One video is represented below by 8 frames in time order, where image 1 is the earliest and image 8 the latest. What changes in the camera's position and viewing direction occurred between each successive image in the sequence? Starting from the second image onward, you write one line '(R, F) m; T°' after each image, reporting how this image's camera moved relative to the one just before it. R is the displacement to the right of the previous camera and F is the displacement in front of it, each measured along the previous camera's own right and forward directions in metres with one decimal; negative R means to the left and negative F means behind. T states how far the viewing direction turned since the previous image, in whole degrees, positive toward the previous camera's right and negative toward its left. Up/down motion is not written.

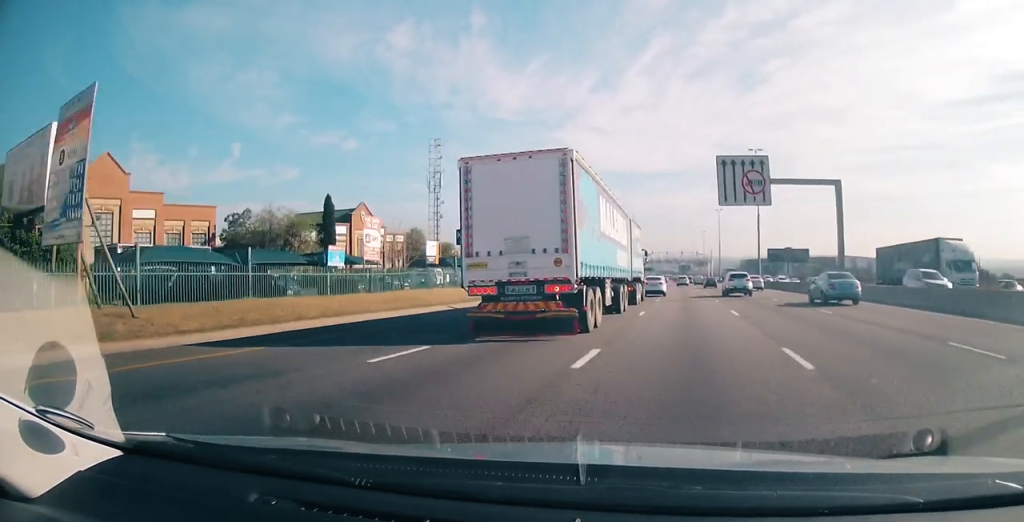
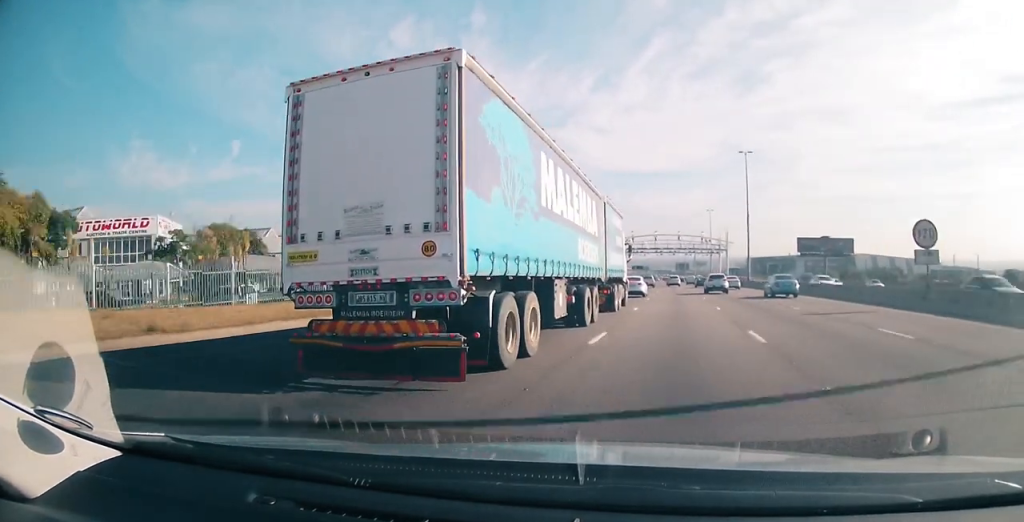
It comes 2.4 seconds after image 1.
(-0.3, +69.5) m; 0°
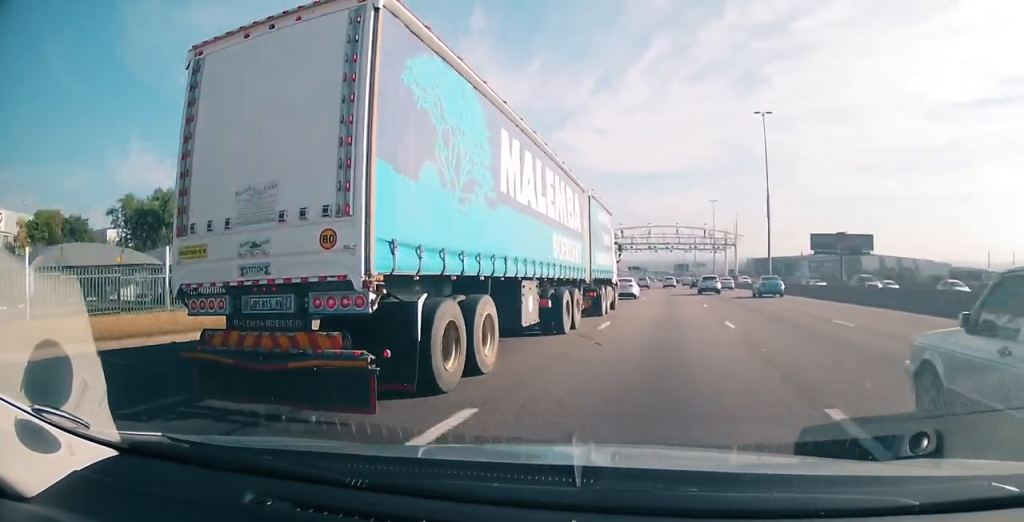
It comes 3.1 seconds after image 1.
(-0.1, +20.8) m; -1°
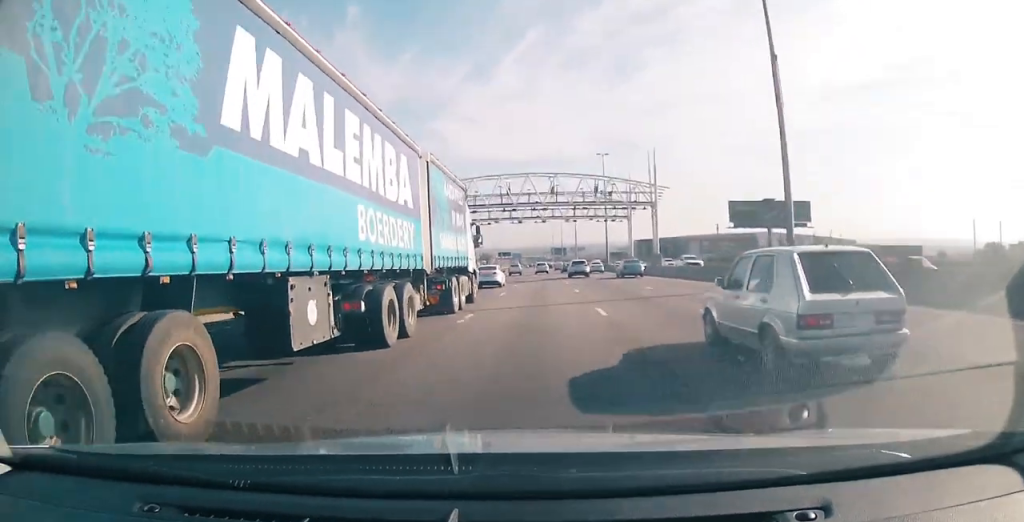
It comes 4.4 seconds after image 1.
(-0.2, +37.0) m; 0°
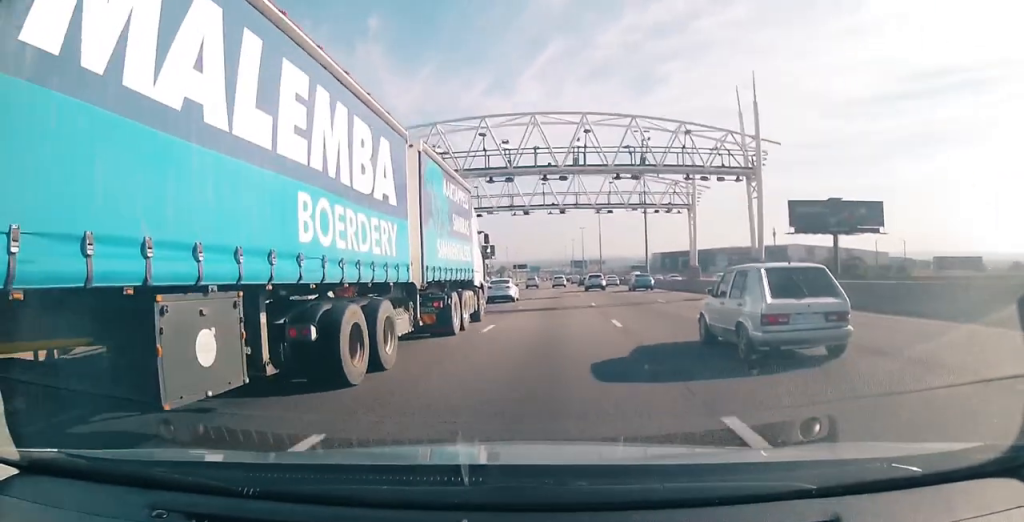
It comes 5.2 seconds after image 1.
(+0.2, +23.3) m; 0°
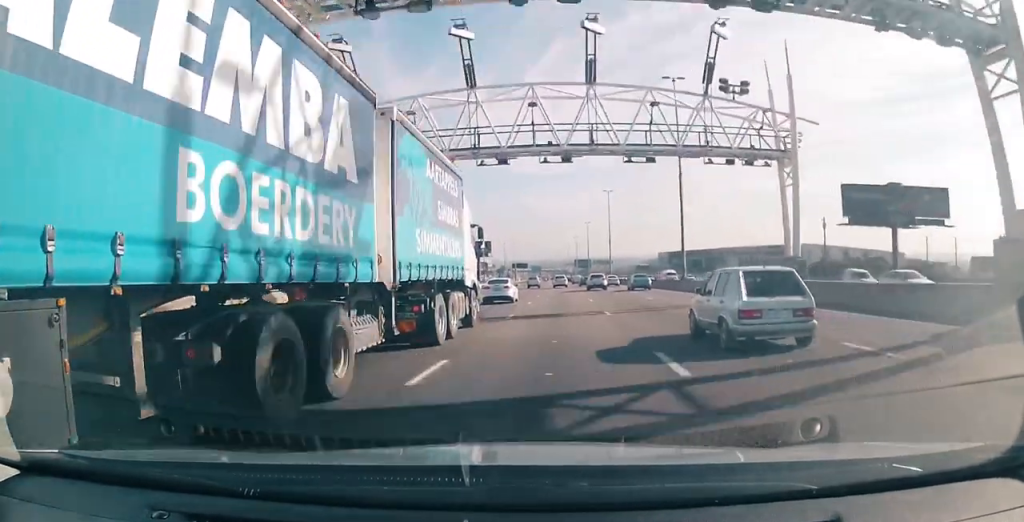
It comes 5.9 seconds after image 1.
(-0.3, +19.9) m; -1°
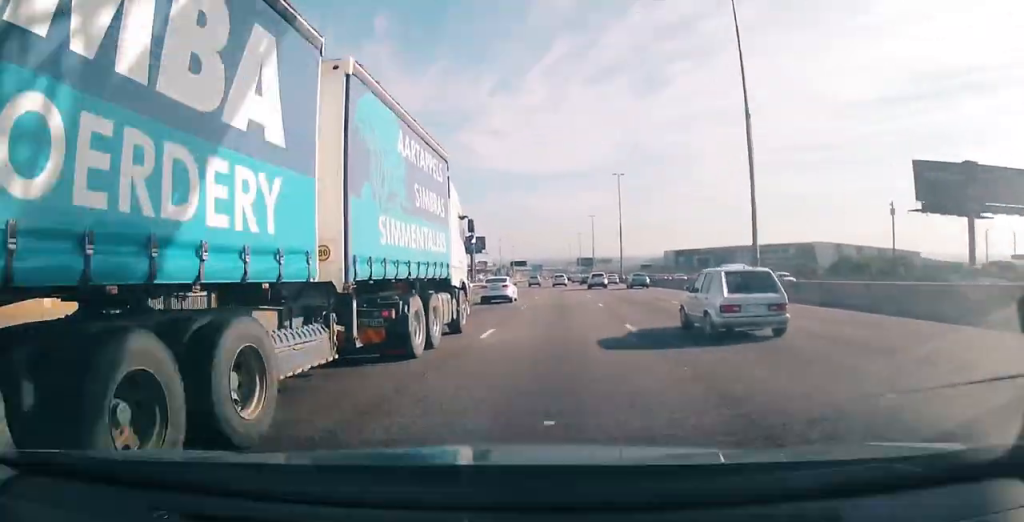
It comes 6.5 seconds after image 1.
(-0.1, +18.7) m; 0°
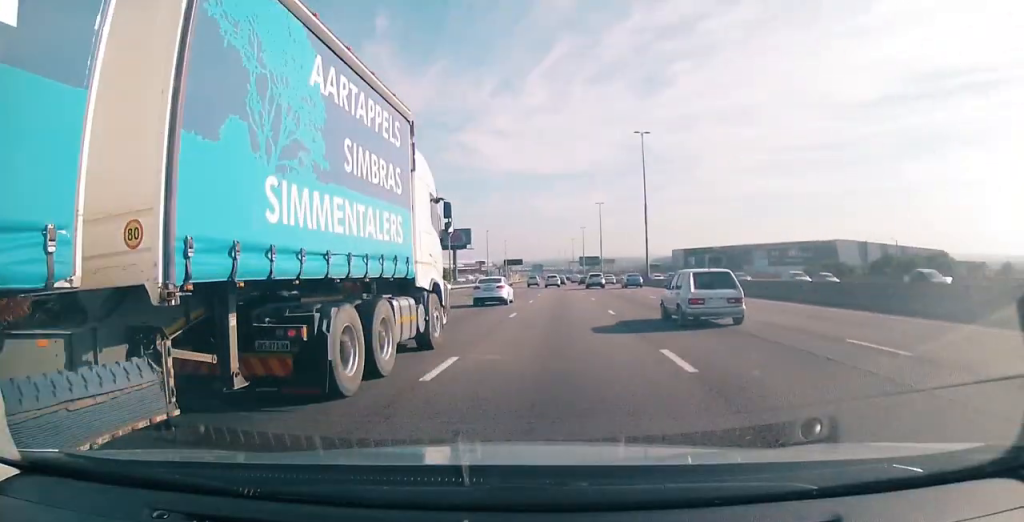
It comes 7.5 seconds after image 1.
(0.0, +29.2) m; 0°
